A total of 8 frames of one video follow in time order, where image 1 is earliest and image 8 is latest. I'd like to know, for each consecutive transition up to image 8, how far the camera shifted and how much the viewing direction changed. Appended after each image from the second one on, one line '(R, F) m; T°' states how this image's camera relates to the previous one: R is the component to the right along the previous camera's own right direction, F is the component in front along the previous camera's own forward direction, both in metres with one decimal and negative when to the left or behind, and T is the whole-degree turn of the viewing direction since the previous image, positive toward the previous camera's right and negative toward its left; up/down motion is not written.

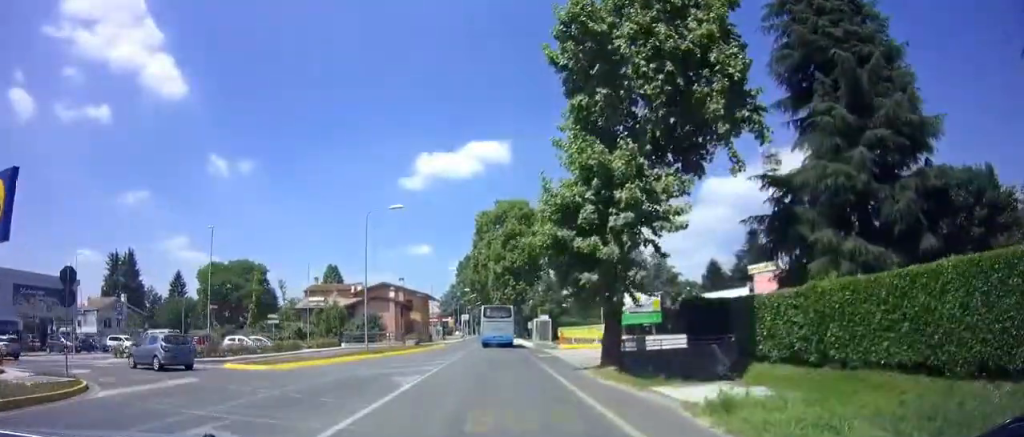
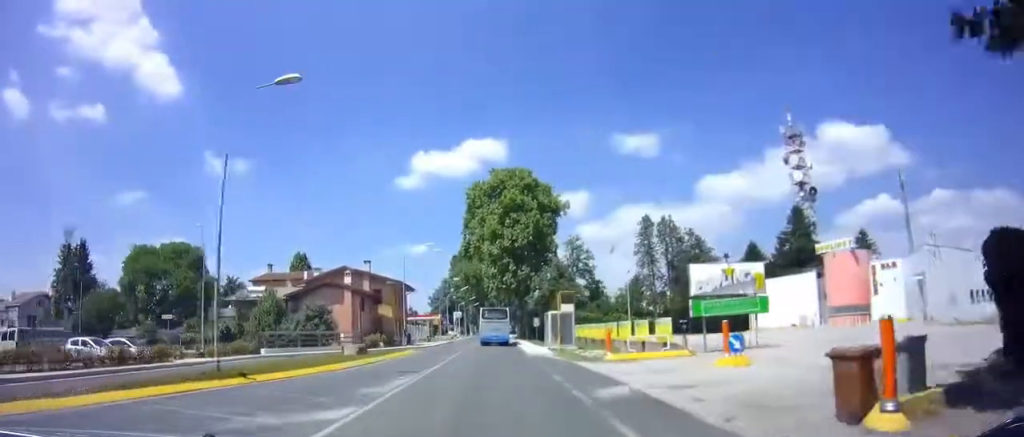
(+0.1, +17.8) m; 0°
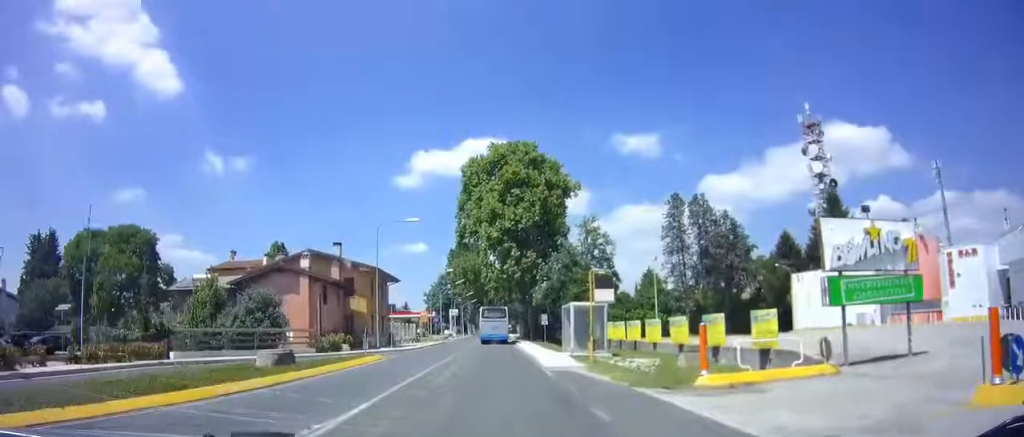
(0.0, +10.7) m; 0°
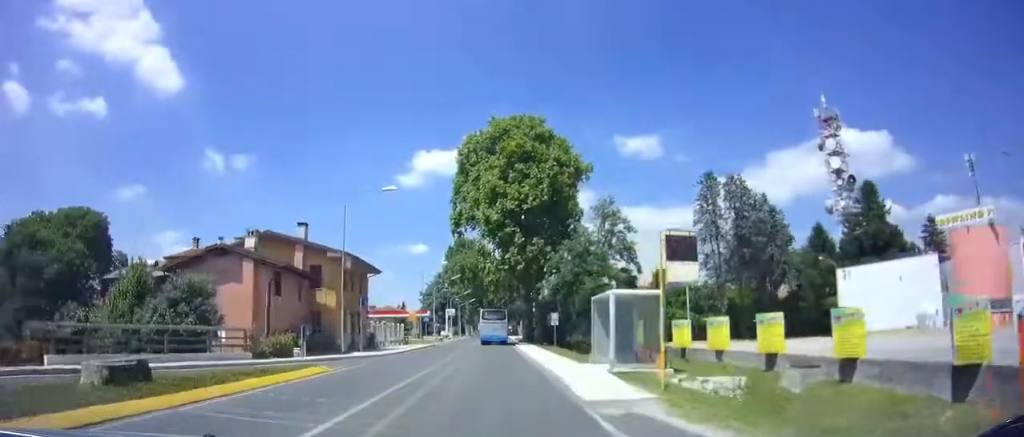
(+0.1, +8.7) m; +1°
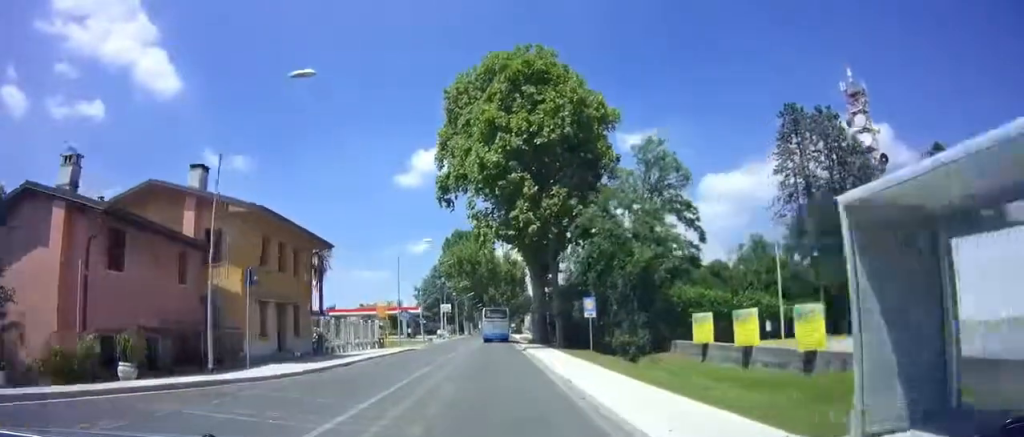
(0.0, +14.8) m; -1°
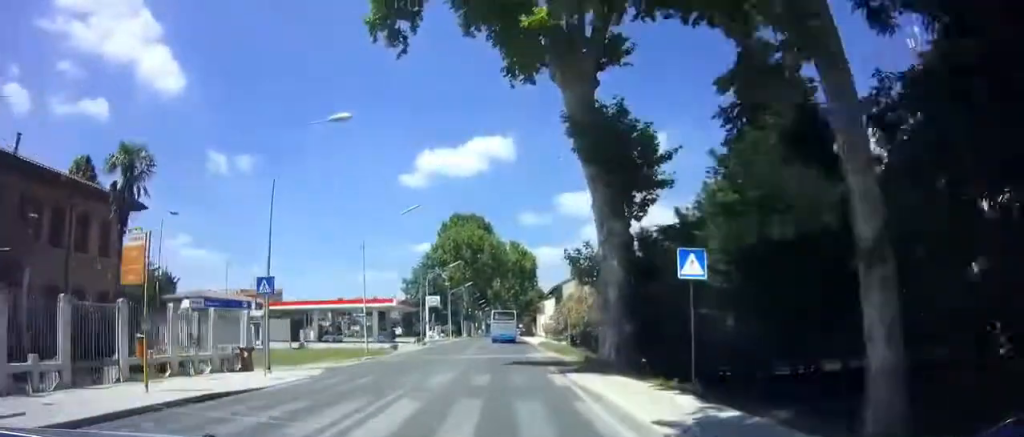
(-0.2, +27.3) m; -1°
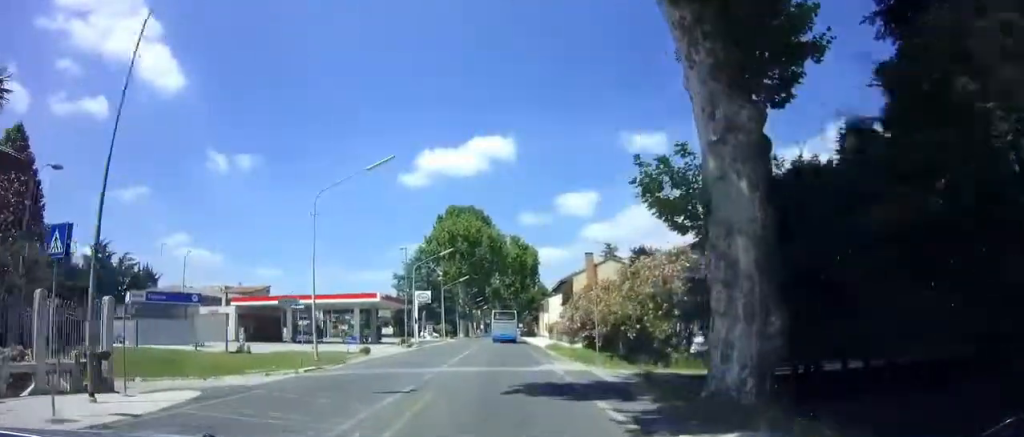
(-0.1, +8.9) m; 0°
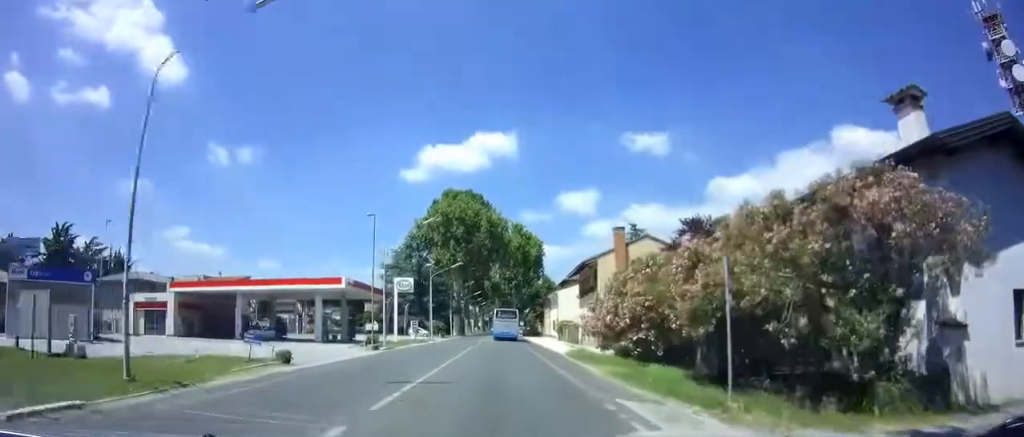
(-0.1, +13.2) m; +1°
